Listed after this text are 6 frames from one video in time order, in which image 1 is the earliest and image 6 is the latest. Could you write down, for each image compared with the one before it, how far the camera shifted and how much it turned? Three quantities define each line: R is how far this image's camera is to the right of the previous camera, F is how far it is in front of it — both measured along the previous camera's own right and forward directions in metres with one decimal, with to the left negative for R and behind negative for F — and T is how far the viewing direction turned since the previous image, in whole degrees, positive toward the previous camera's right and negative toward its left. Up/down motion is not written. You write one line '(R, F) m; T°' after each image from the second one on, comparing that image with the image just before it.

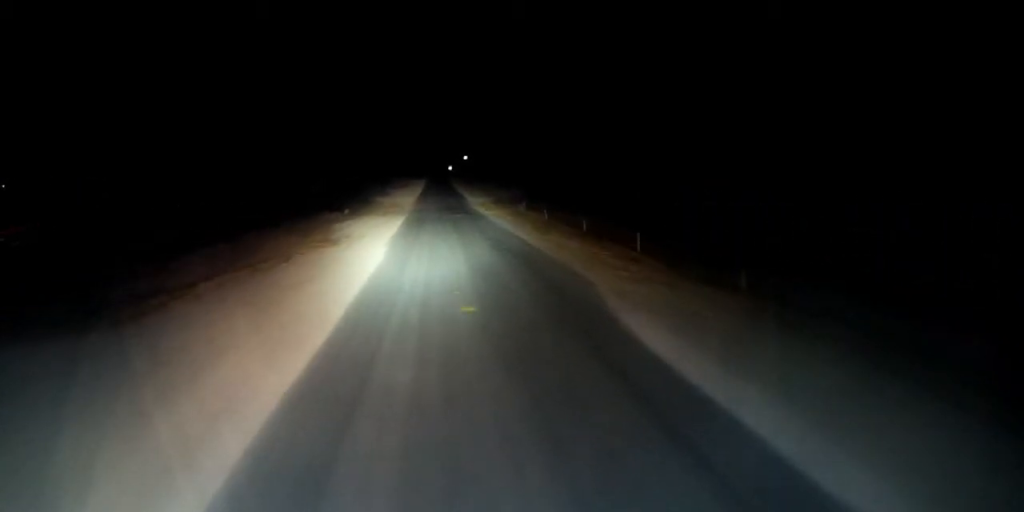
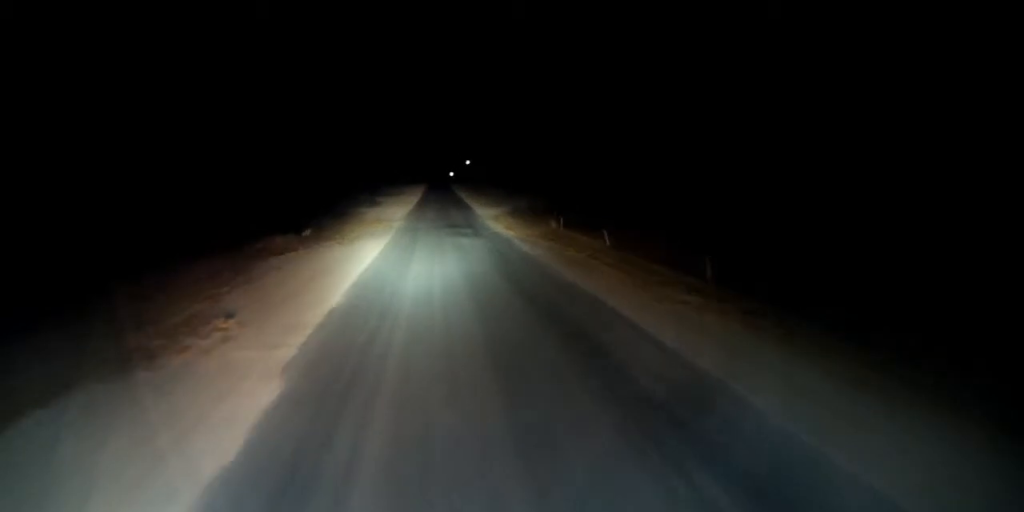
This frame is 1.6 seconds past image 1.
(-0.4, +21.0) m; -2°
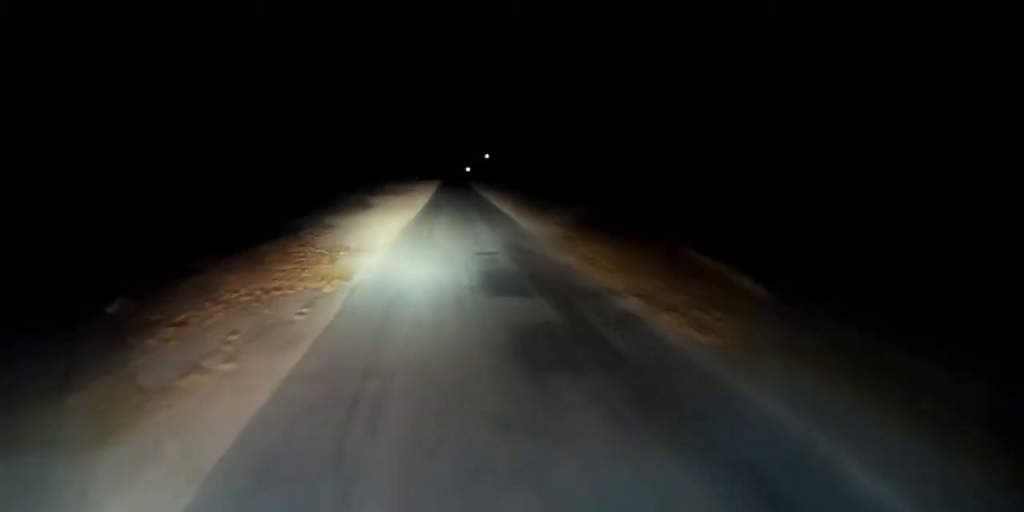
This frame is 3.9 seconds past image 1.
(0.0, +32.3) m; -1°
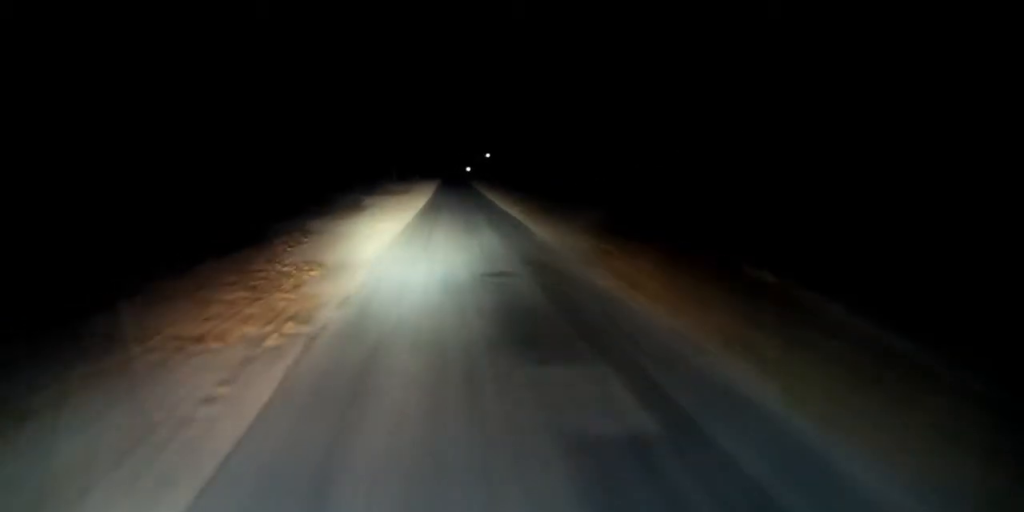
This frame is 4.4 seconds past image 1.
(-0.1, +7.0) m; 0°
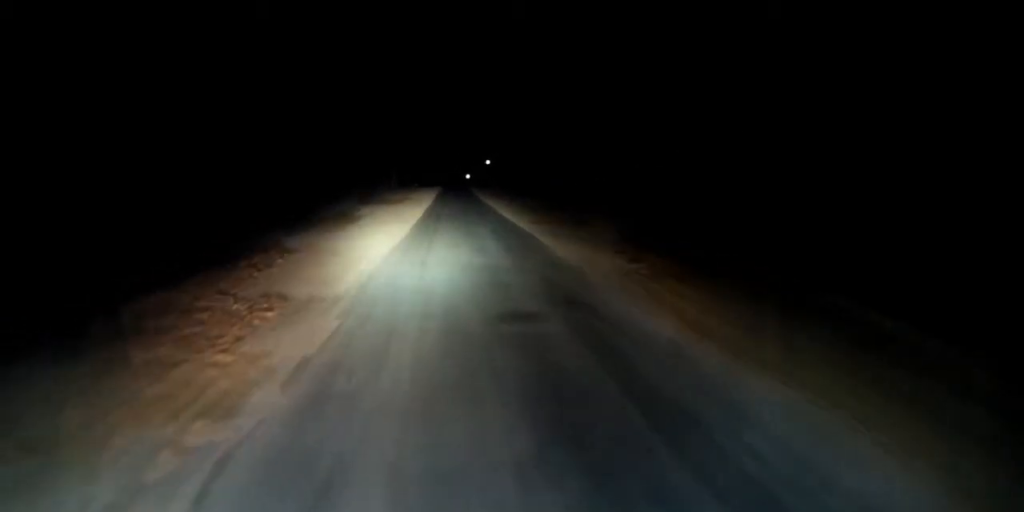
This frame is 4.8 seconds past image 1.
(0.0, +6.1) m; 0°
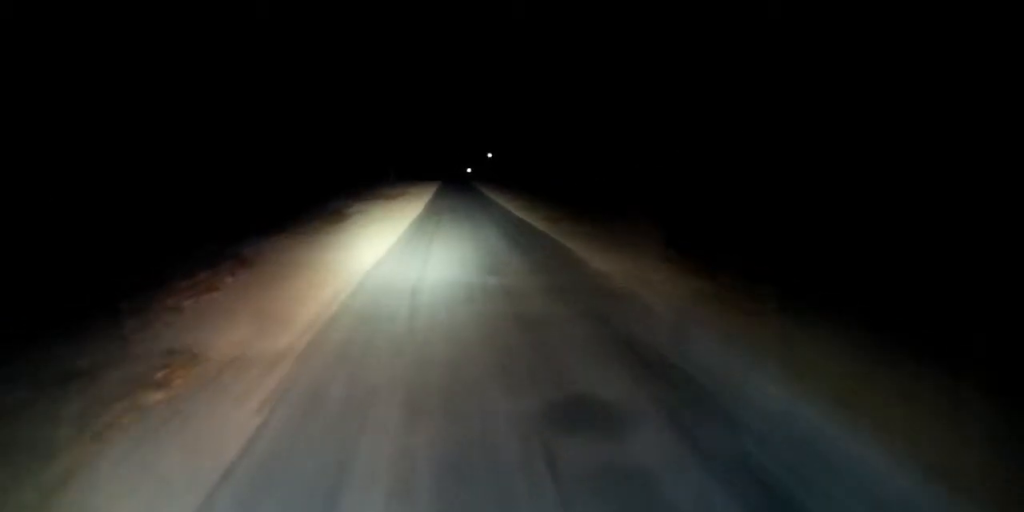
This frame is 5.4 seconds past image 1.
(0.0, +7.5) m; 0°
